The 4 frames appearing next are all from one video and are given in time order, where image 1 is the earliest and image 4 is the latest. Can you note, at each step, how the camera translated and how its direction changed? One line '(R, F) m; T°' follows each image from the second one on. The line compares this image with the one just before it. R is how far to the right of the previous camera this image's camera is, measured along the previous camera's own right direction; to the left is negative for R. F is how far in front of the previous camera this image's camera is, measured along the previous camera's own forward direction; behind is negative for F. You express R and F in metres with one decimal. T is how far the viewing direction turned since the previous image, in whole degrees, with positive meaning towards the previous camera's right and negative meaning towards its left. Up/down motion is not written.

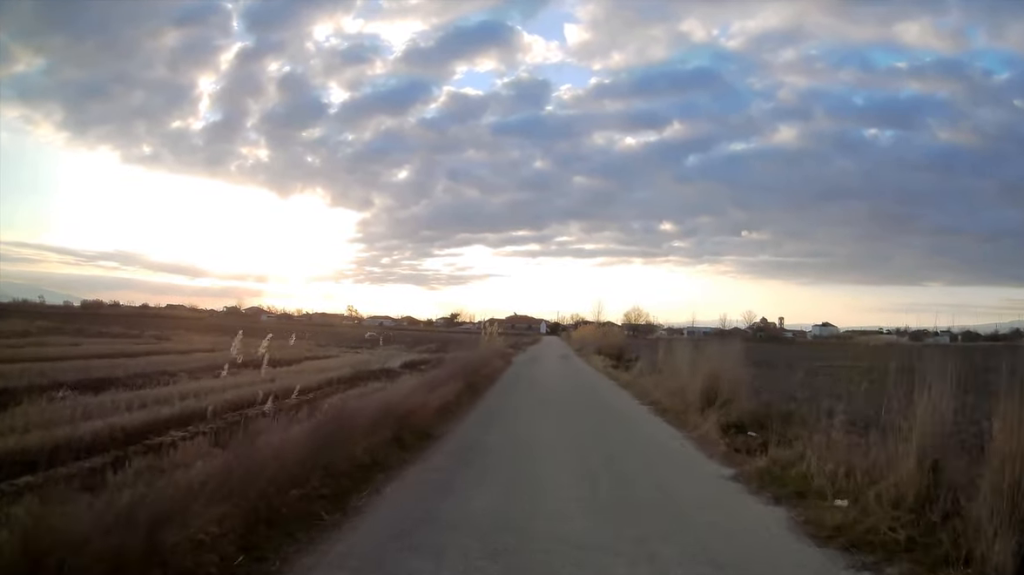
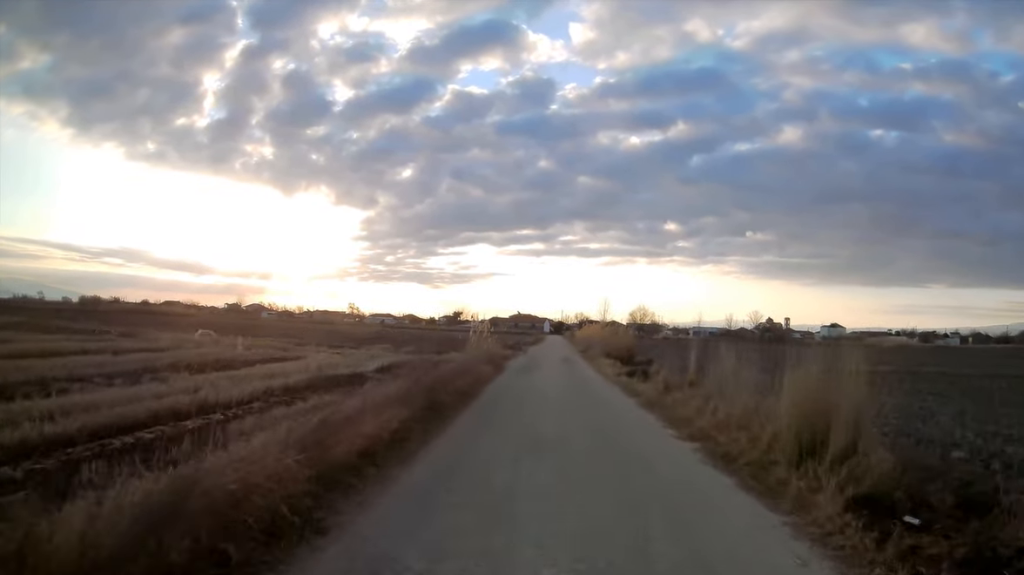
(0.0, +4.5) m; -1°
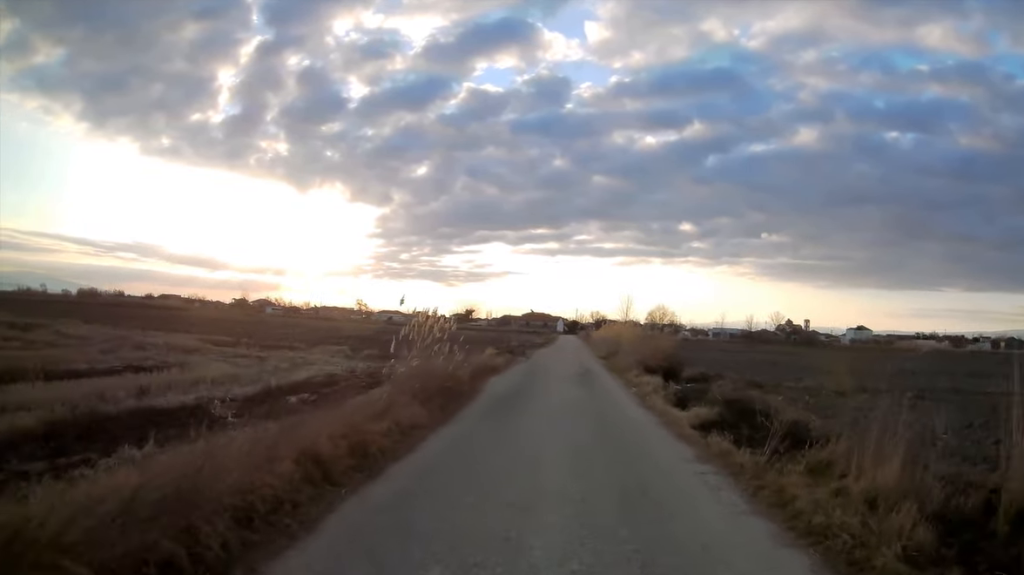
(-0.2, +11.2) m; -2°
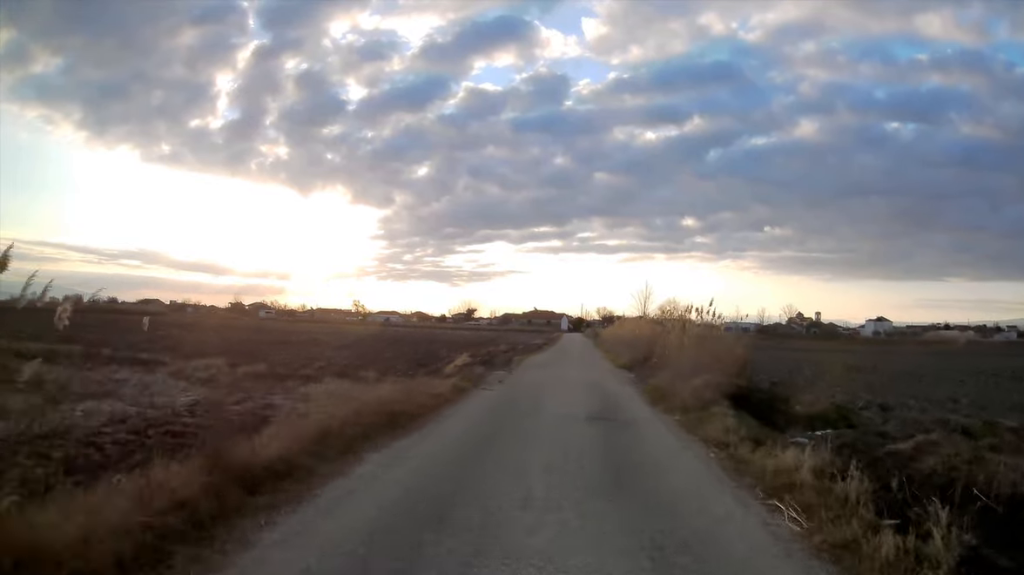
(-0.2, +12.5) m; -1°
